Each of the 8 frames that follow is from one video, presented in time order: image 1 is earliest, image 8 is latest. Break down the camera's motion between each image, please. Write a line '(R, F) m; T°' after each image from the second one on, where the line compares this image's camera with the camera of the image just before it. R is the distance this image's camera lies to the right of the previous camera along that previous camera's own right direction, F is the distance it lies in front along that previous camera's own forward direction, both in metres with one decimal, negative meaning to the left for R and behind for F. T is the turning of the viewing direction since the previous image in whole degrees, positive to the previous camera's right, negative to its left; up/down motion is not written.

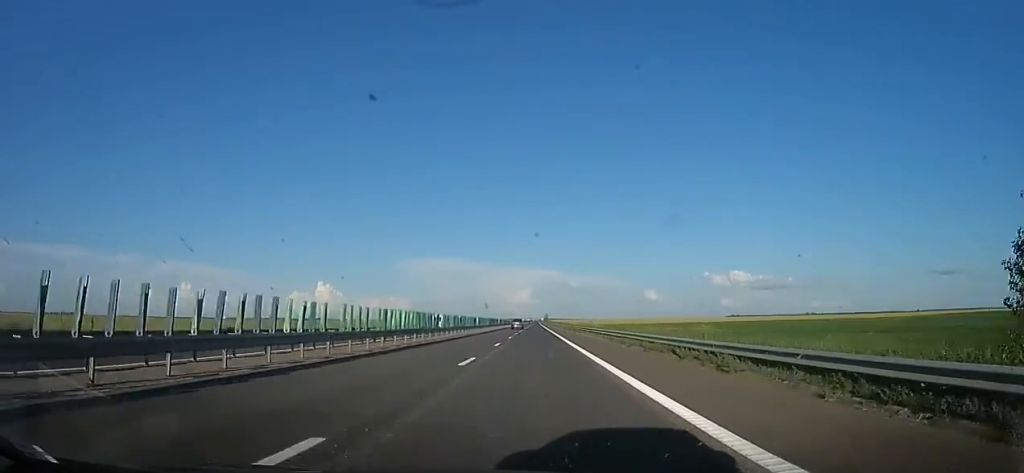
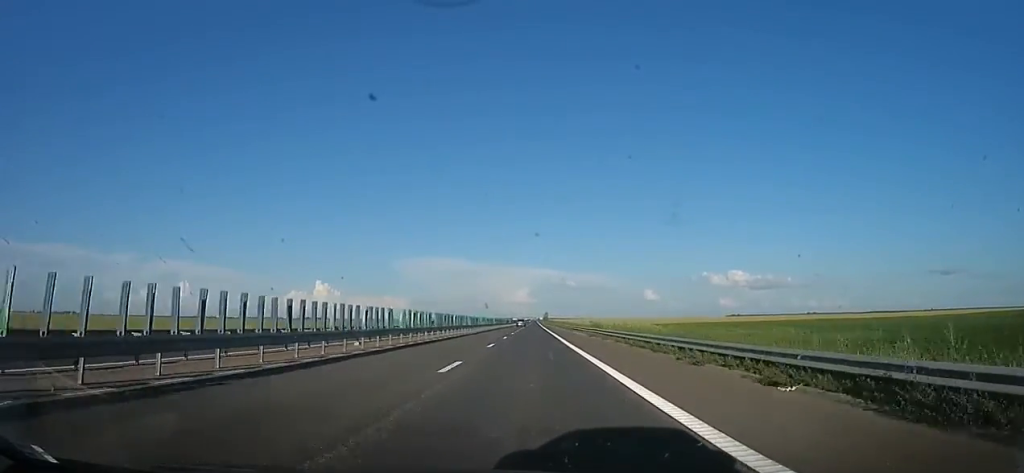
(-0.3, +62.1) m; -1°
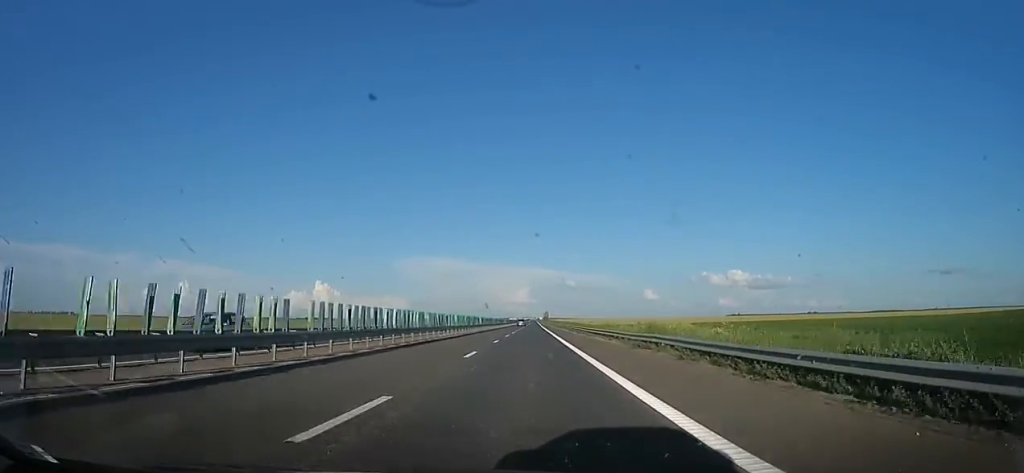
(-0.3, +19.1) m; -1°
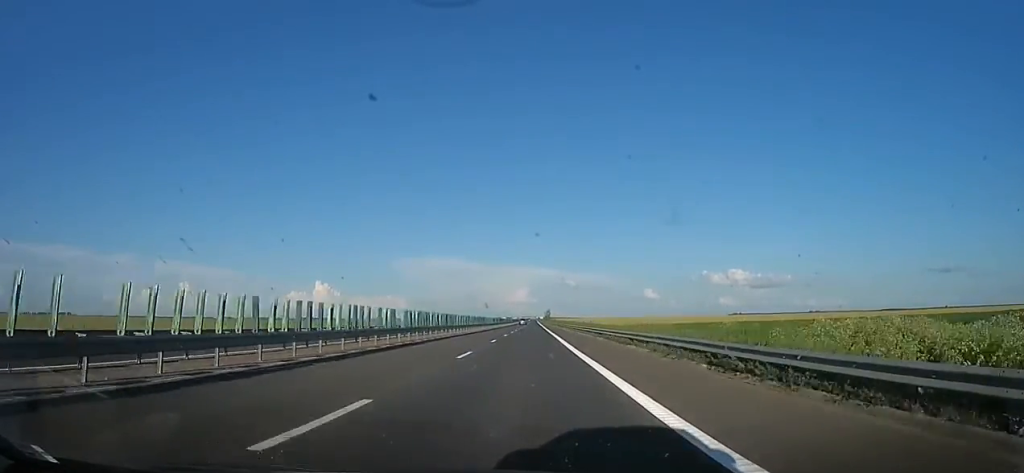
(-0.2, +36.3) m; +1°
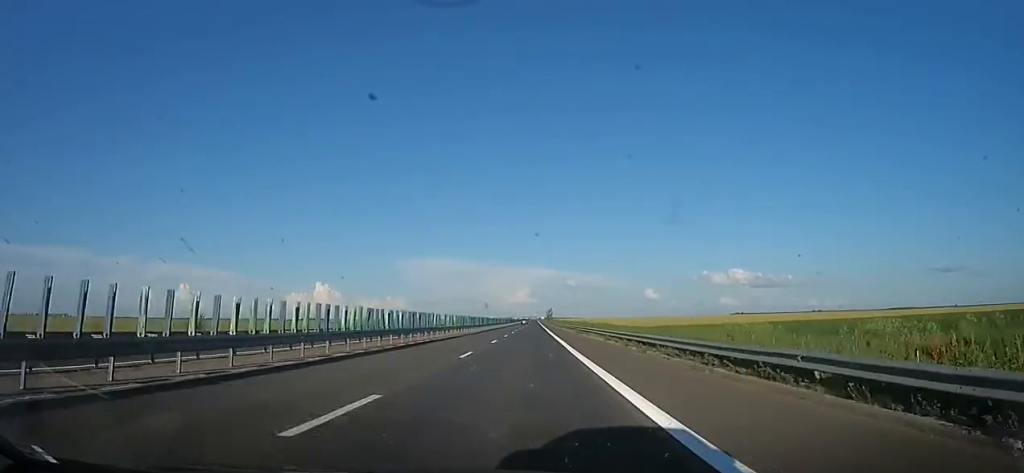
(+0.6, +35.2) m; +1°
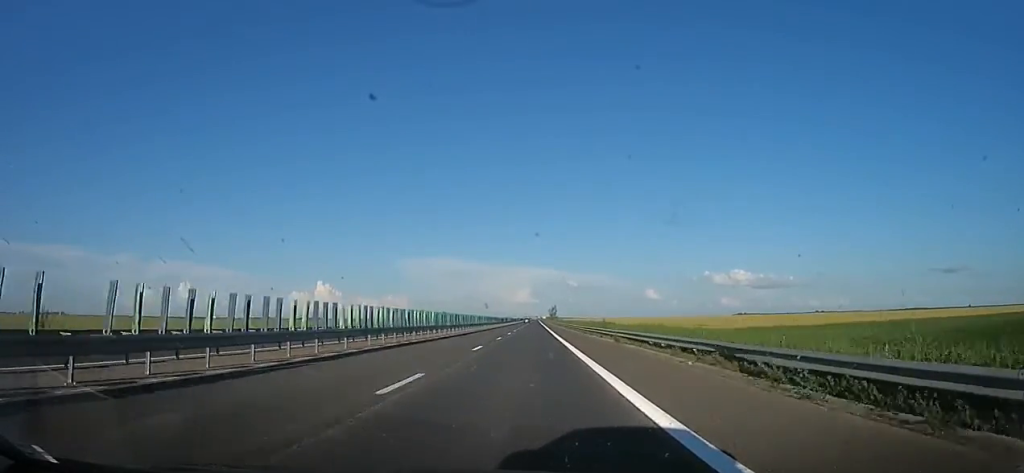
(+0.2, +44.7) m; -2°
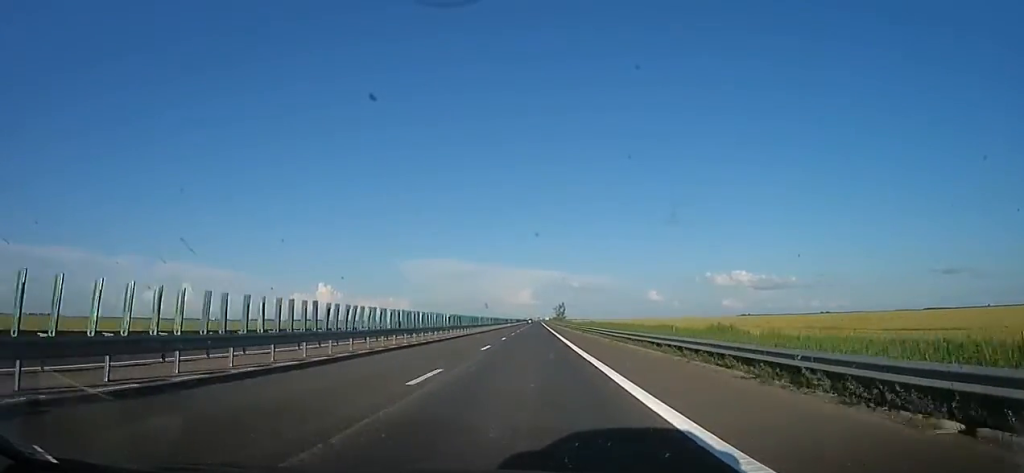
(-0.5, +58.3) m; +2°
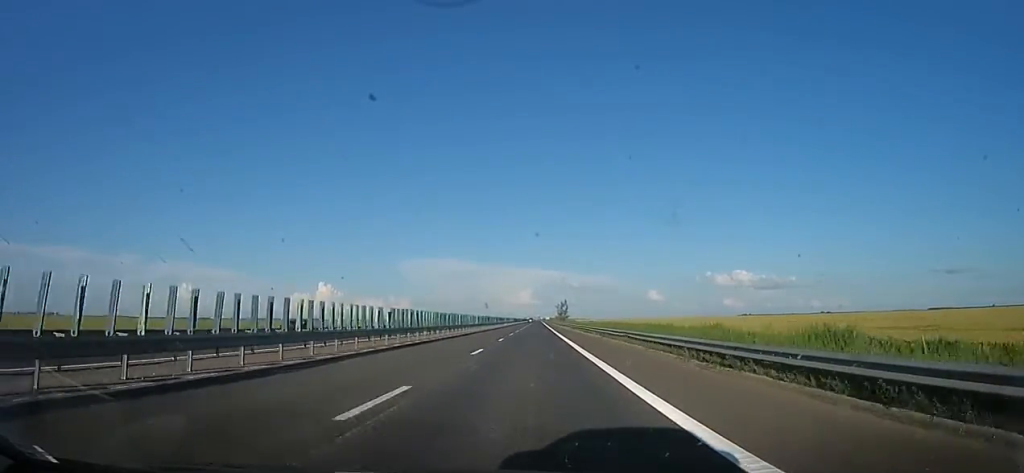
(+0.2, +15.5) m; +1°
